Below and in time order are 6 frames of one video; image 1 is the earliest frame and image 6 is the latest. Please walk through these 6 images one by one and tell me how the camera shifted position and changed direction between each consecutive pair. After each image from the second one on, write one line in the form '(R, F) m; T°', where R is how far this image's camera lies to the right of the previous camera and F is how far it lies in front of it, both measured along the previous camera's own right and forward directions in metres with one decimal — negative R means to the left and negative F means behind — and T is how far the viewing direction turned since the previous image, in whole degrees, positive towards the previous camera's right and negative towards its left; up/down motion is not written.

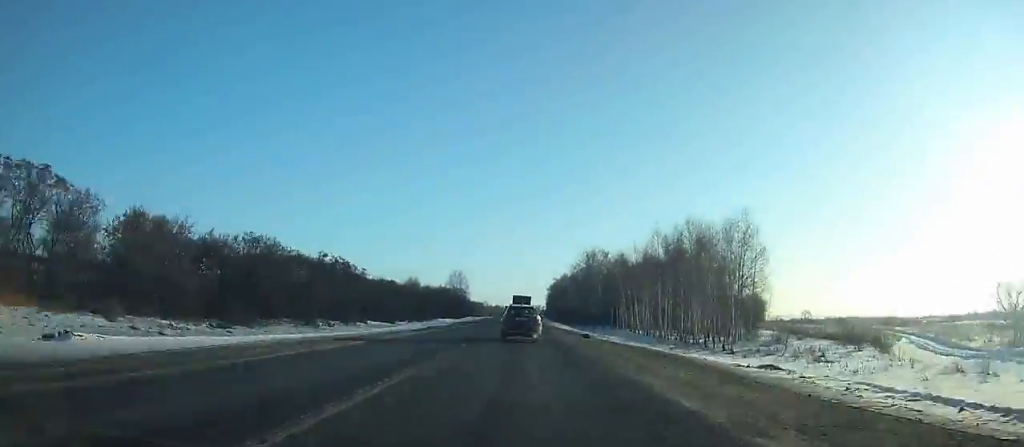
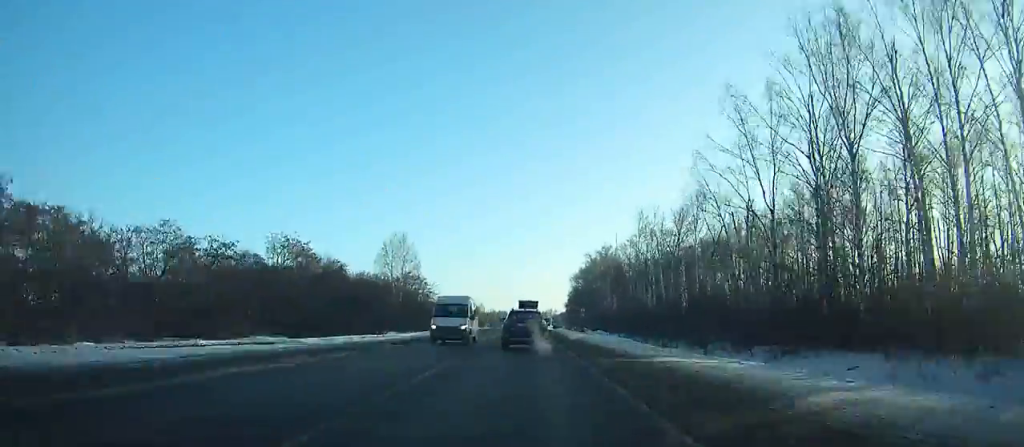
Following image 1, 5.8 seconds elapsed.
(-5.6, +117.4) m; -3°
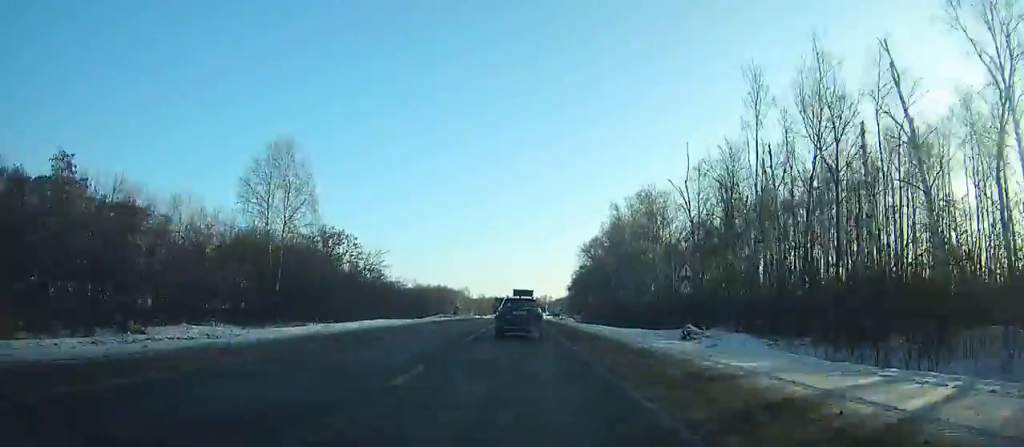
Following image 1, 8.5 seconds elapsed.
(-0.1, +54.3) m; 0°
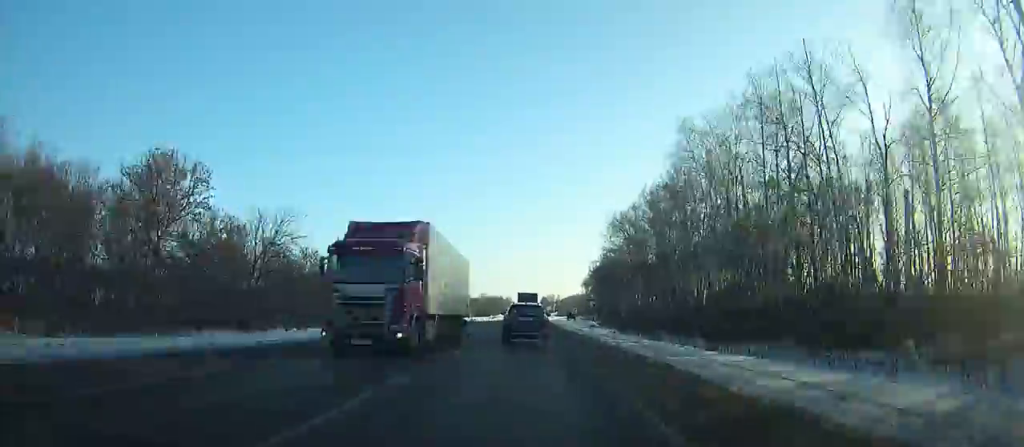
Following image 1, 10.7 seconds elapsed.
(0.0, +43.9) m; 0°
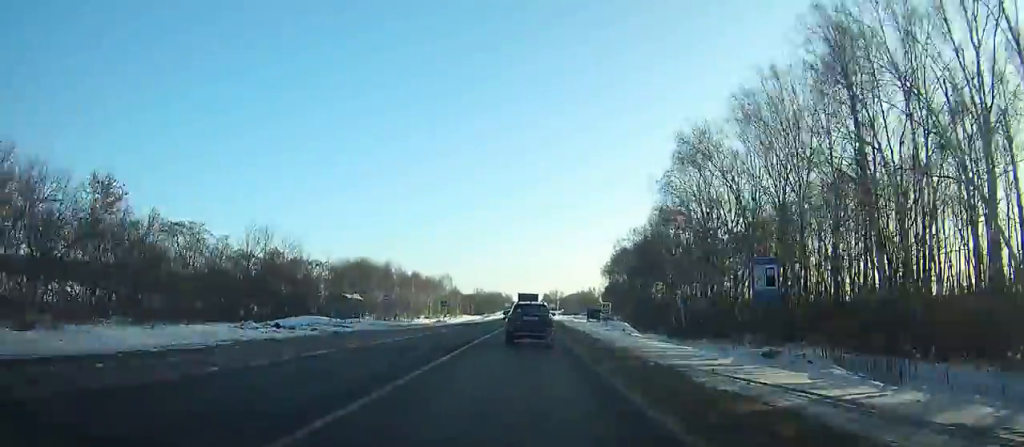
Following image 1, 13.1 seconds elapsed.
(-0.3, +47.5) m; 0°
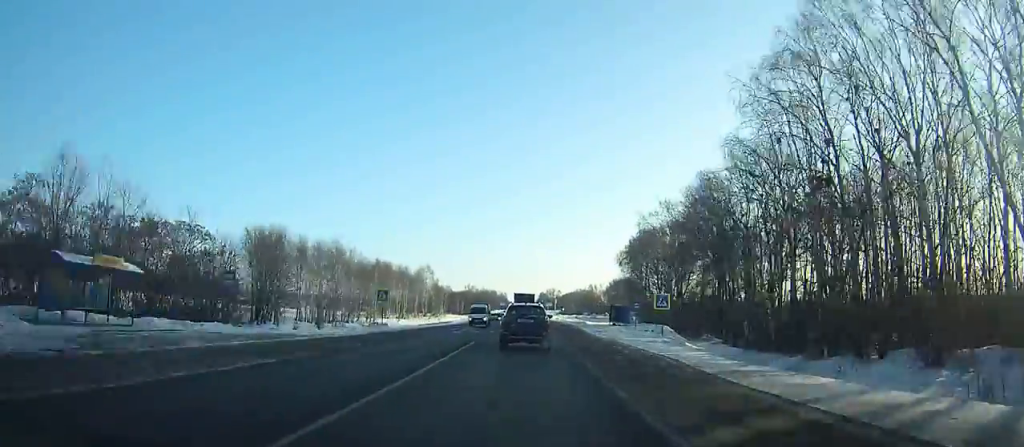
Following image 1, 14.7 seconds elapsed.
(+0.1, +31.4) m; 0°
